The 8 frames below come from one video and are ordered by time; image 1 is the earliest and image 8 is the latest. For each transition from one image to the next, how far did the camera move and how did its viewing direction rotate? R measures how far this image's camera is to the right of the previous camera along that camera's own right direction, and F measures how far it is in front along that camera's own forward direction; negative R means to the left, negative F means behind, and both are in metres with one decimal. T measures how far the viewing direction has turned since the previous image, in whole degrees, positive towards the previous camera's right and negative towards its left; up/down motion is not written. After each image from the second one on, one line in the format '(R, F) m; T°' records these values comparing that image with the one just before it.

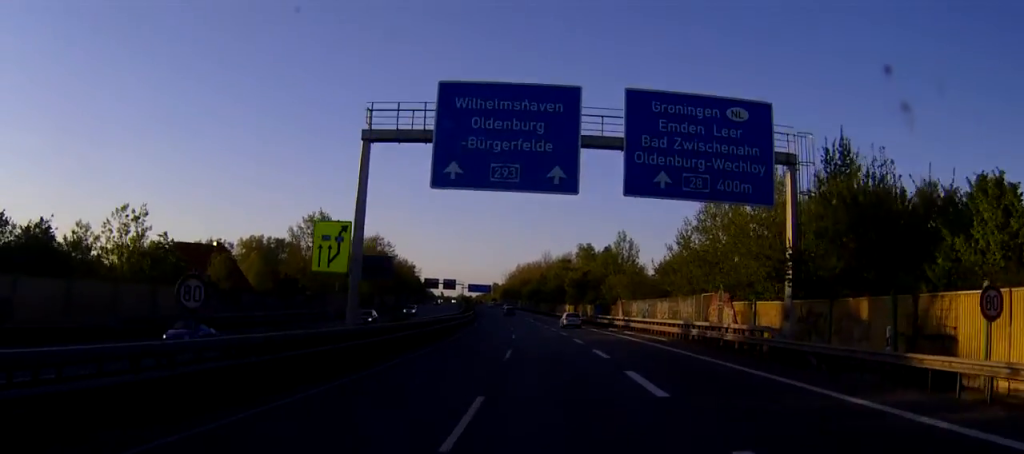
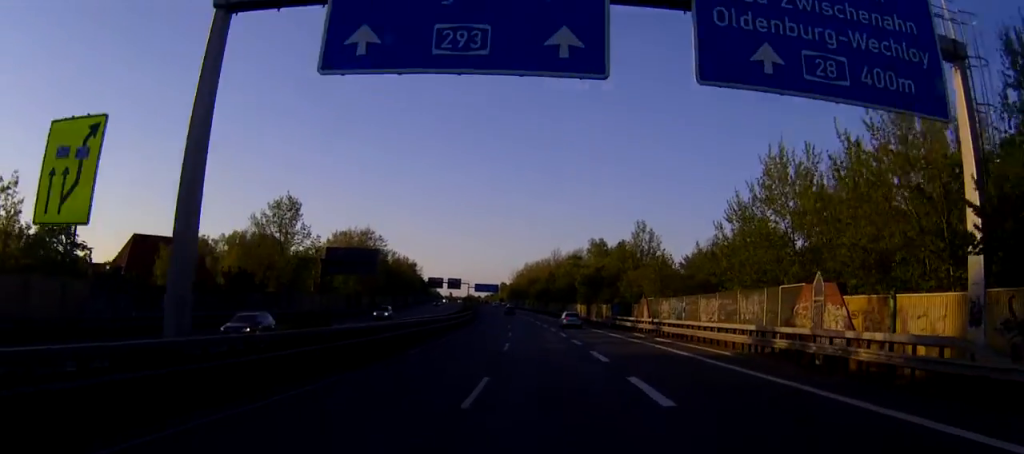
(-0.2, +14.0) m; -1°
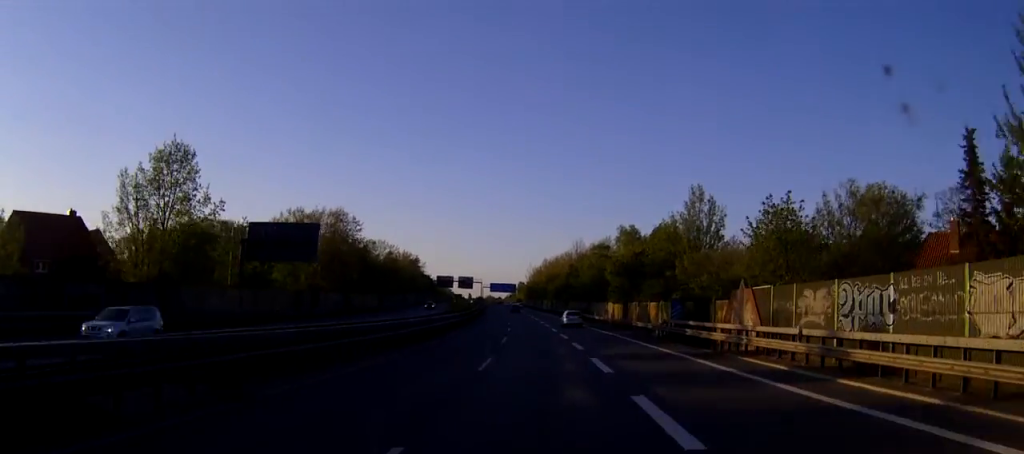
(-0.4, +28.0) m; -2°
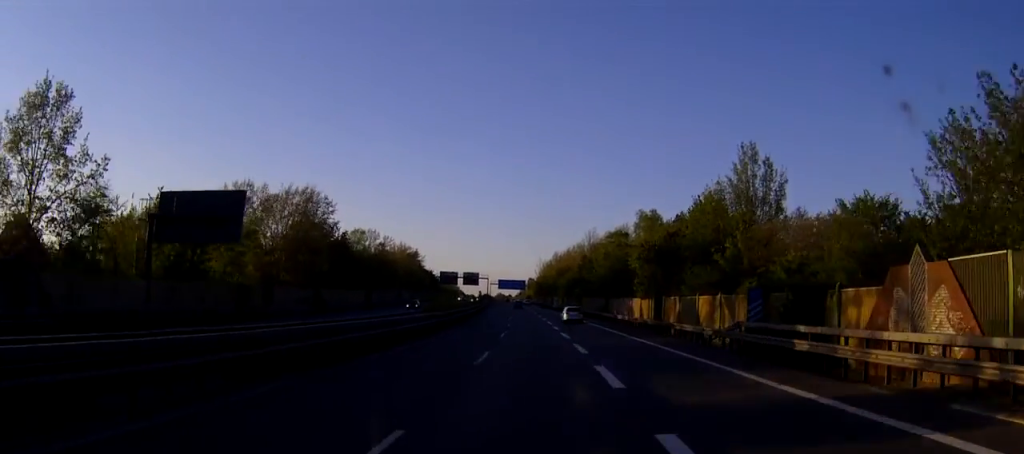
(-0.1, +16.6) m; -1°
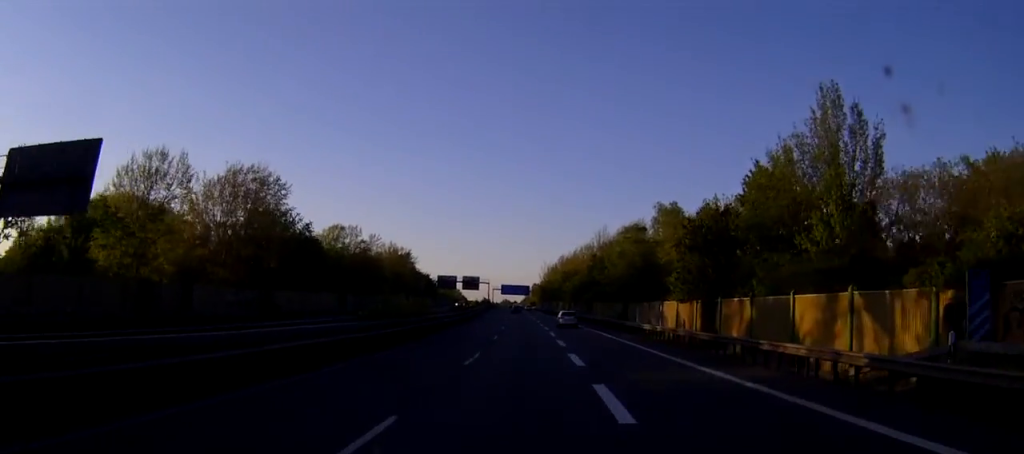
(-0.2, +16.6) m; -1°
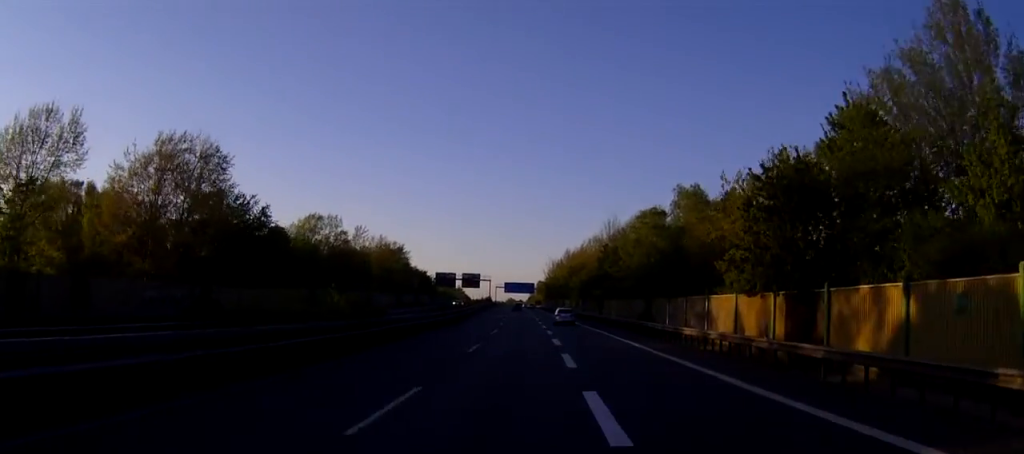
(-0.1, +13.7) m; 0°
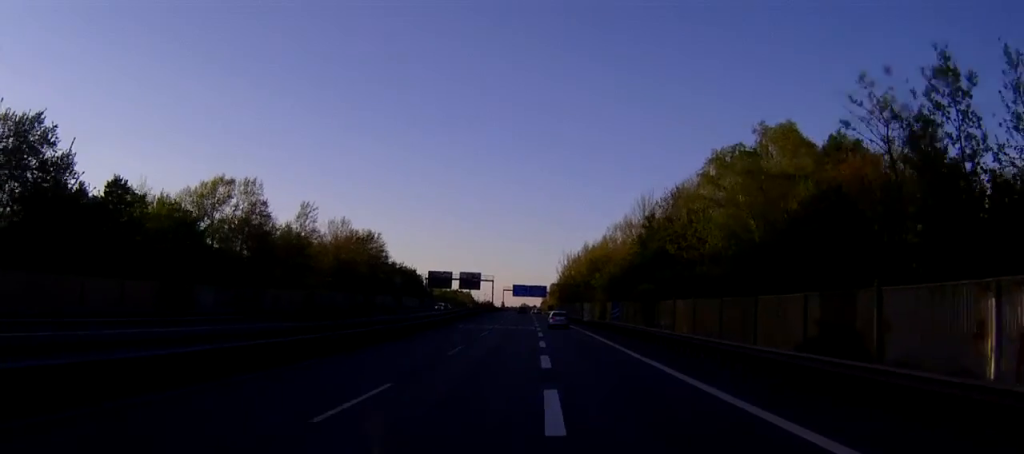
(-0.2, +33.9) m; -1°
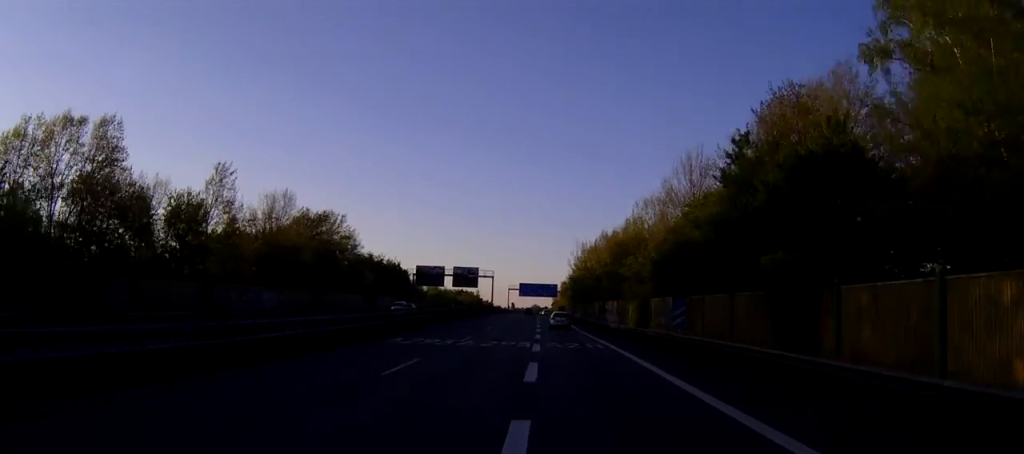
(-0.2, +28.2) m; -1°
